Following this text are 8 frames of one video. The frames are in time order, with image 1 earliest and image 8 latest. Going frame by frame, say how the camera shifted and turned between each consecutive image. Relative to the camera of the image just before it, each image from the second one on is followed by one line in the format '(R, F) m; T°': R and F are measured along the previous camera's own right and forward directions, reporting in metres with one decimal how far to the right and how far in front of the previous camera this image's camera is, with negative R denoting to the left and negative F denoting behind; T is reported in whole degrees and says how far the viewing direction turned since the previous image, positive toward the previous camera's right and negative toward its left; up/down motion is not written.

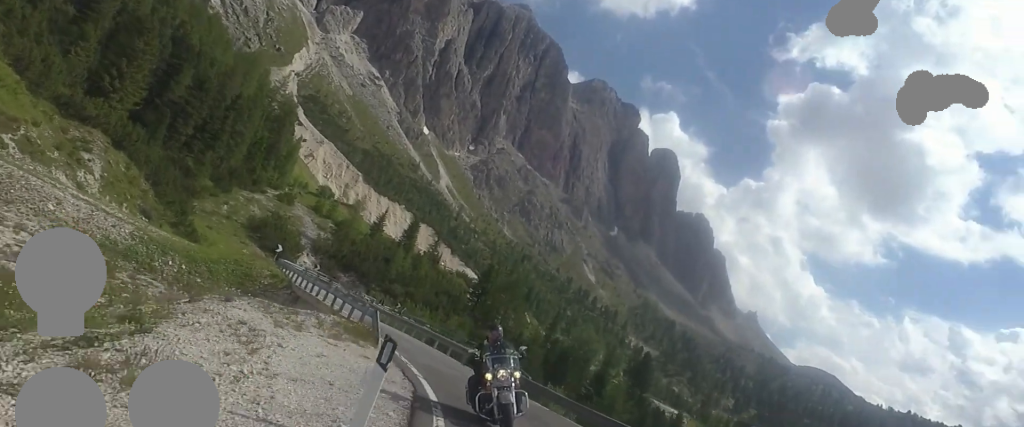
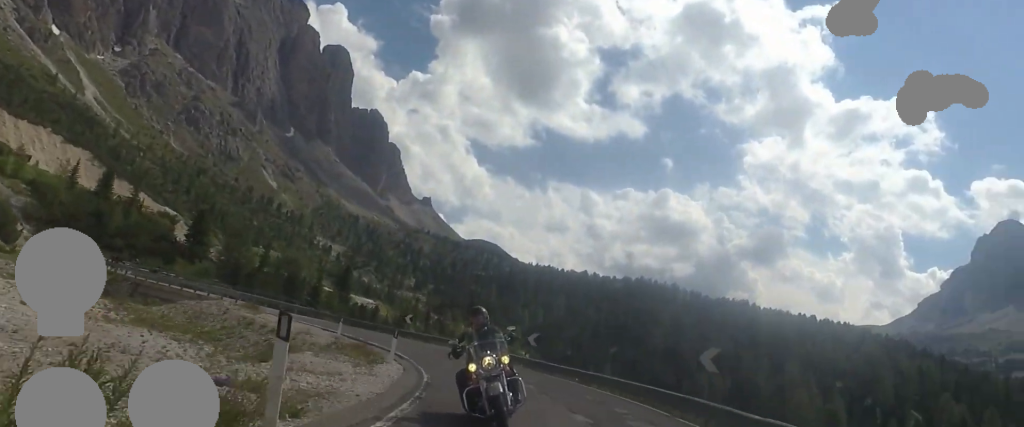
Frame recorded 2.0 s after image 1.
(+6.8, +28.2) m; +23°
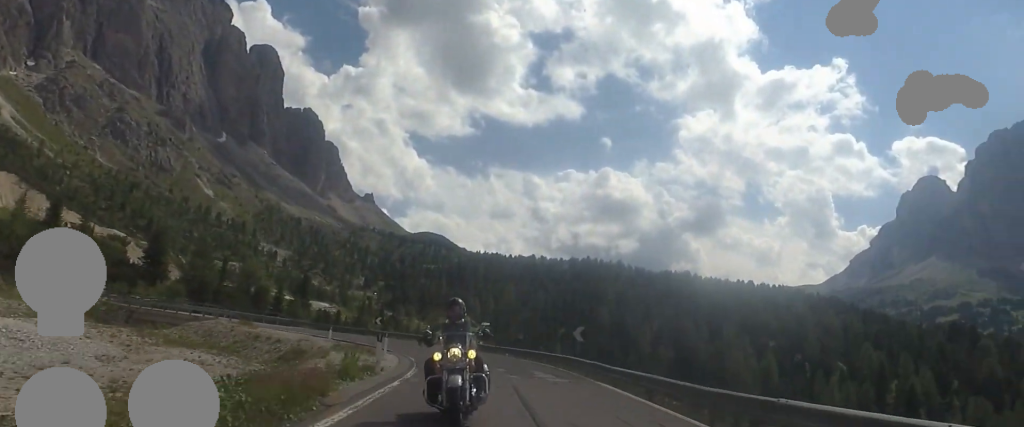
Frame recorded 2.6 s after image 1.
(+0.4, +9.8) m; +4°
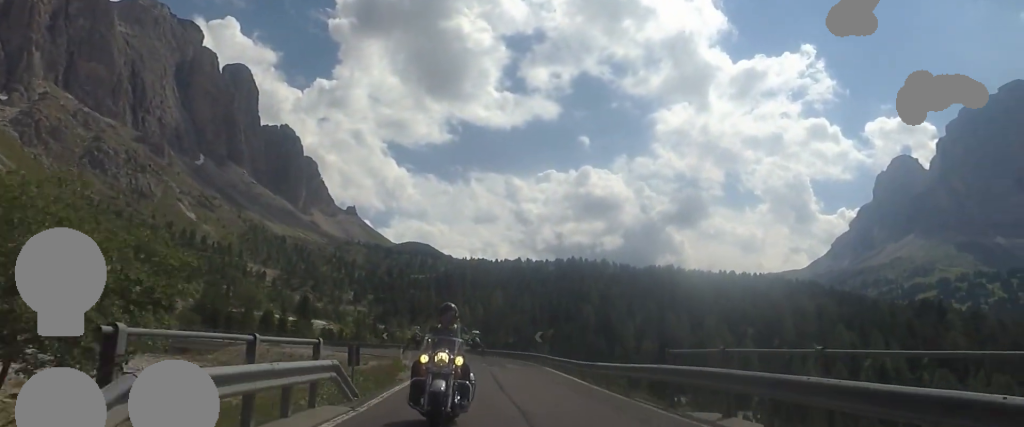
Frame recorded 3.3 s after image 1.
(+0.5, +10.7) m; 0°
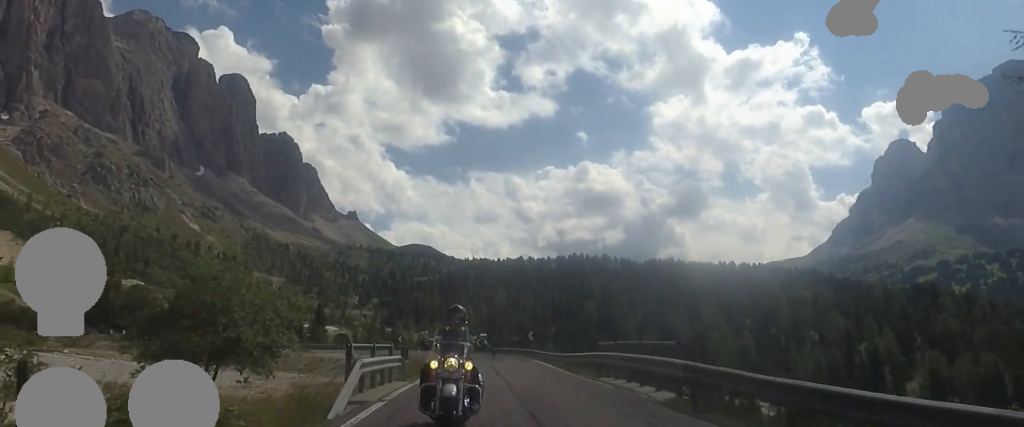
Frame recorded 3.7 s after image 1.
(0.0, +8.1) m; 0°
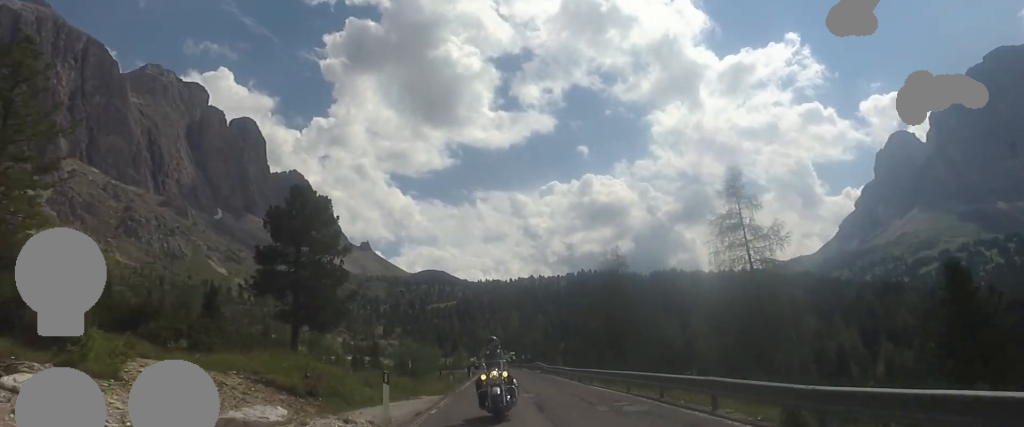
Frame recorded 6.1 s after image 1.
(-1.2, +43.7) m; -3°
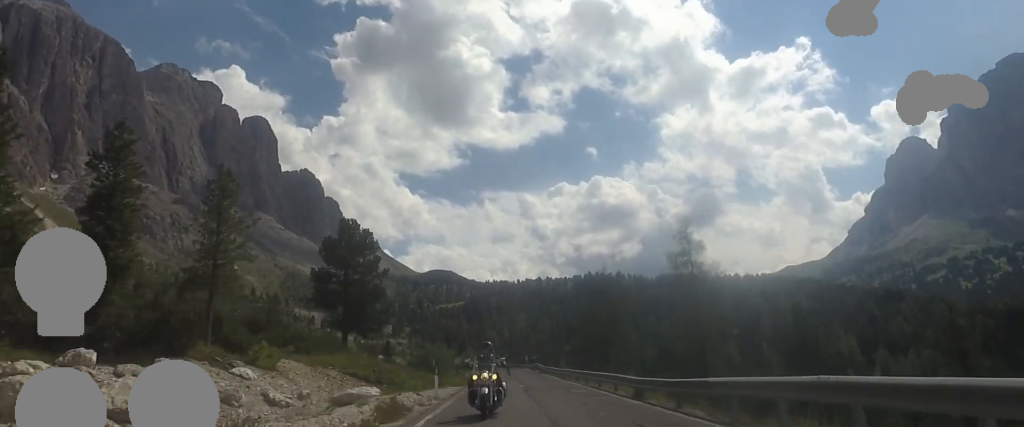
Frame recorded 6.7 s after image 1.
(-0.4, +10.4) m; +1°
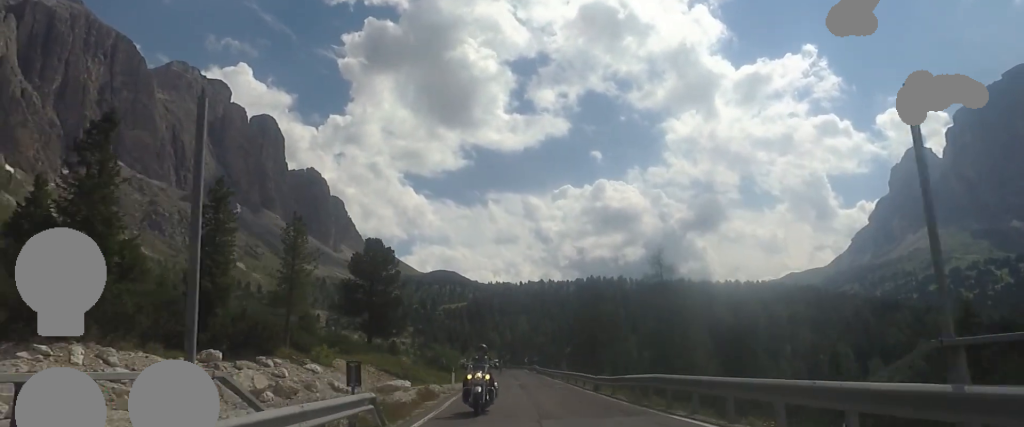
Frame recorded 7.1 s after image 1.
(+0.6, +8.4) m; +2°
